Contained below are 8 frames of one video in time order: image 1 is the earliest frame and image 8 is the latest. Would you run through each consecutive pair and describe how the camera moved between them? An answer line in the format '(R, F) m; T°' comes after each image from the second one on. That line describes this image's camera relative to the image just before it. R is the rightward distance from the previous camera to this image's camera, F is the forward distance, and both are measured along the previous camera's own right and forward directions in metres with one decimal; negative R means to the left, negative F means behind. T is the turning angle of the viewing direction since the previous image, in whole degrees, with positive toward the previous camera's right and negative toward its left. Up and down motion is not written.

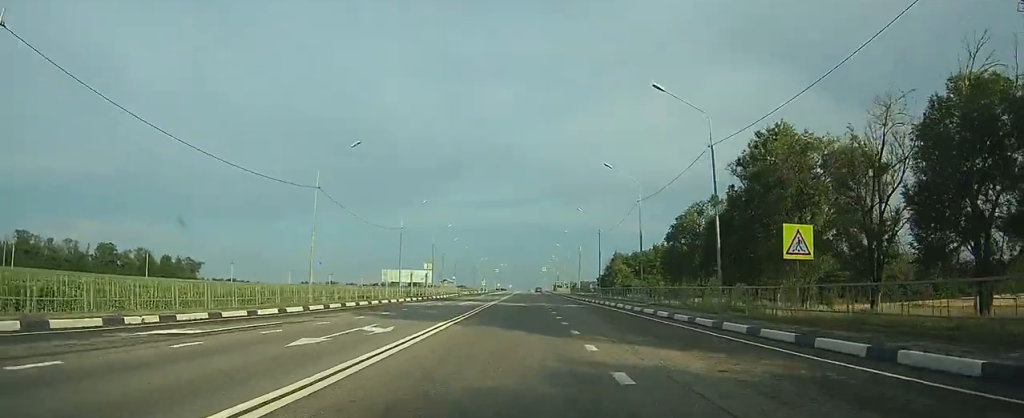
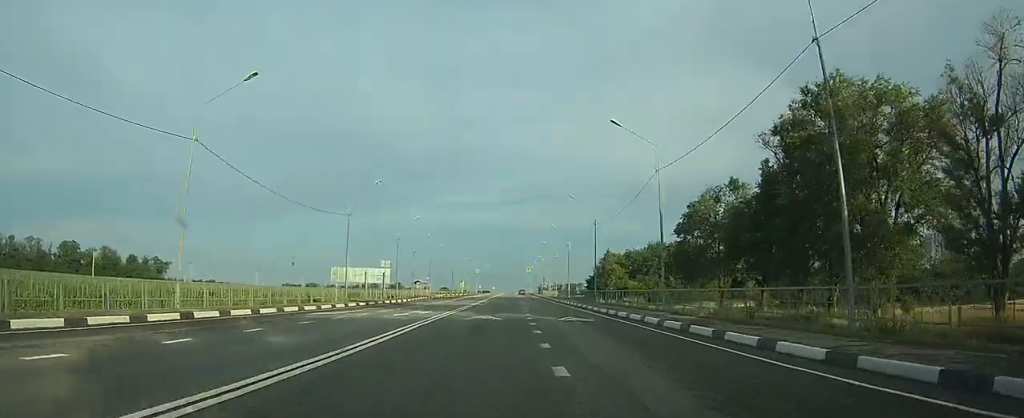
(0.0, +13.9) m; 0°
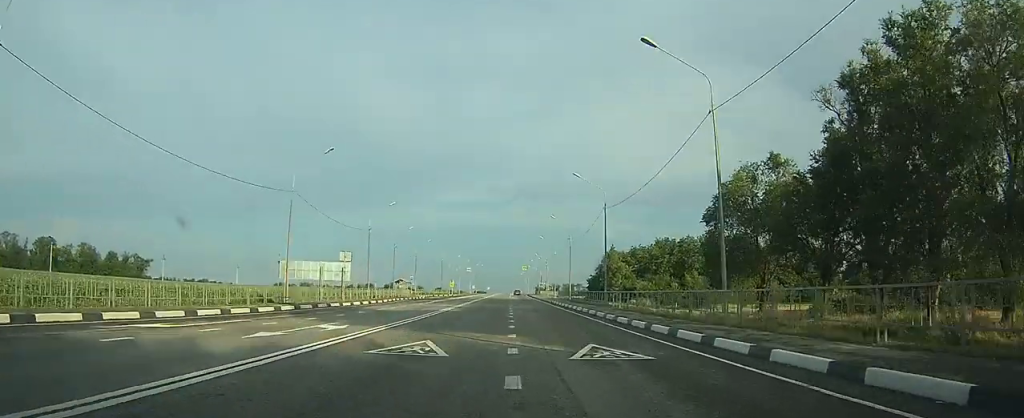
(0.0, +12.3) m; 0°
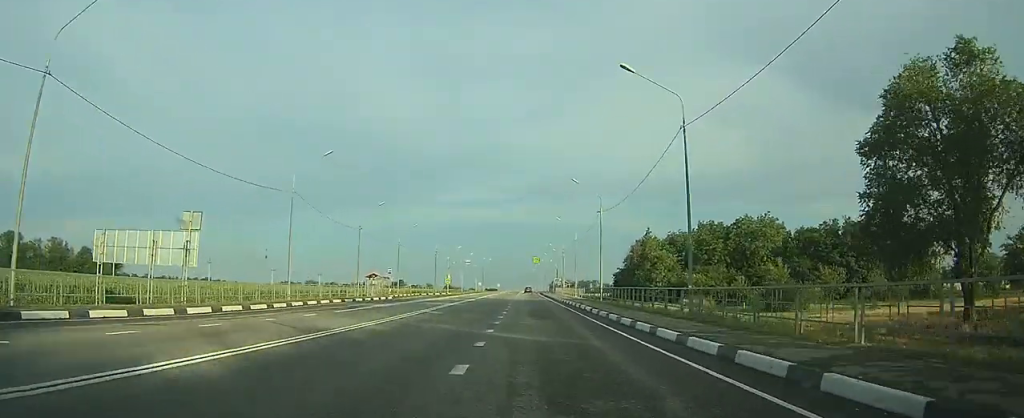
(0.0, +25.1) m; 0°
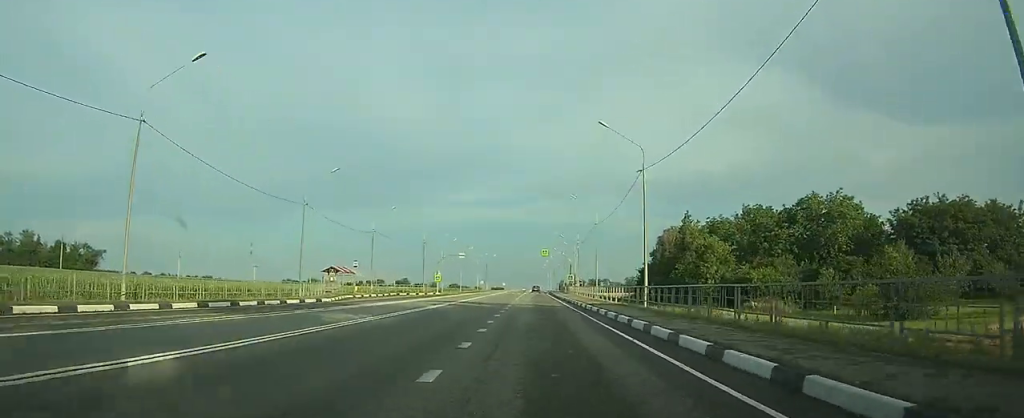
(+0.1, +19.7) m; 0°
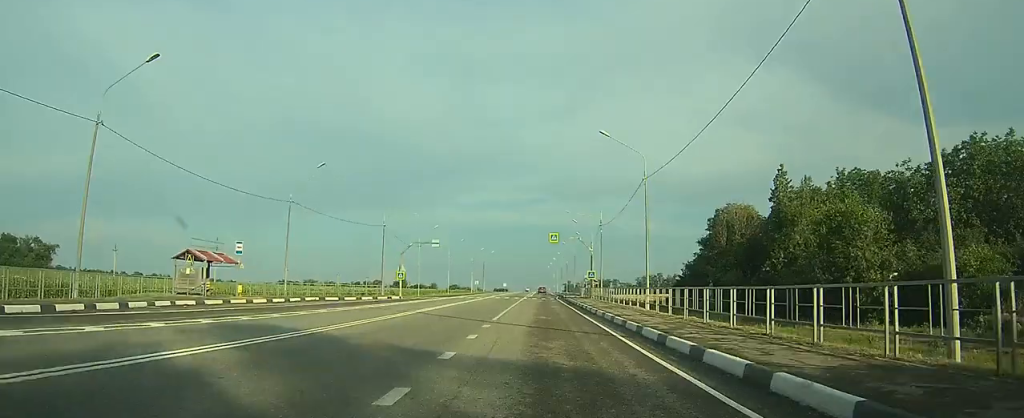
(0.0, +28.4) m; 0°
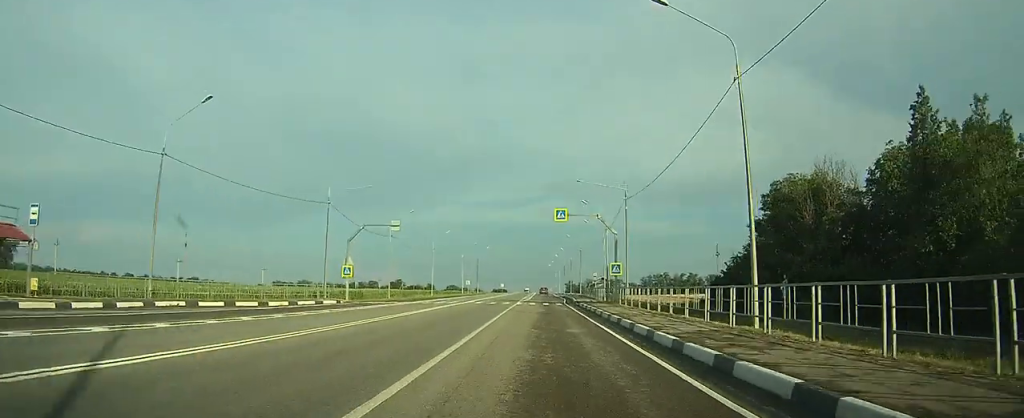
(0.0, +19.4) m; 0°
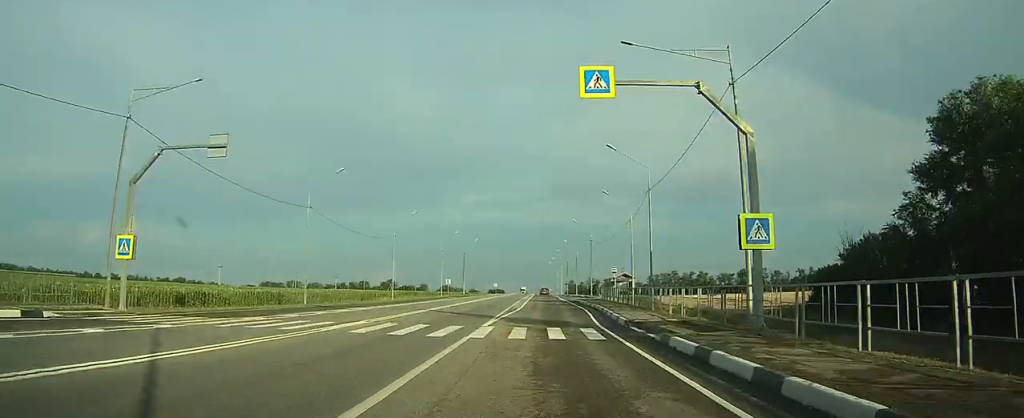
(0.0, +28.3) m; 0°
